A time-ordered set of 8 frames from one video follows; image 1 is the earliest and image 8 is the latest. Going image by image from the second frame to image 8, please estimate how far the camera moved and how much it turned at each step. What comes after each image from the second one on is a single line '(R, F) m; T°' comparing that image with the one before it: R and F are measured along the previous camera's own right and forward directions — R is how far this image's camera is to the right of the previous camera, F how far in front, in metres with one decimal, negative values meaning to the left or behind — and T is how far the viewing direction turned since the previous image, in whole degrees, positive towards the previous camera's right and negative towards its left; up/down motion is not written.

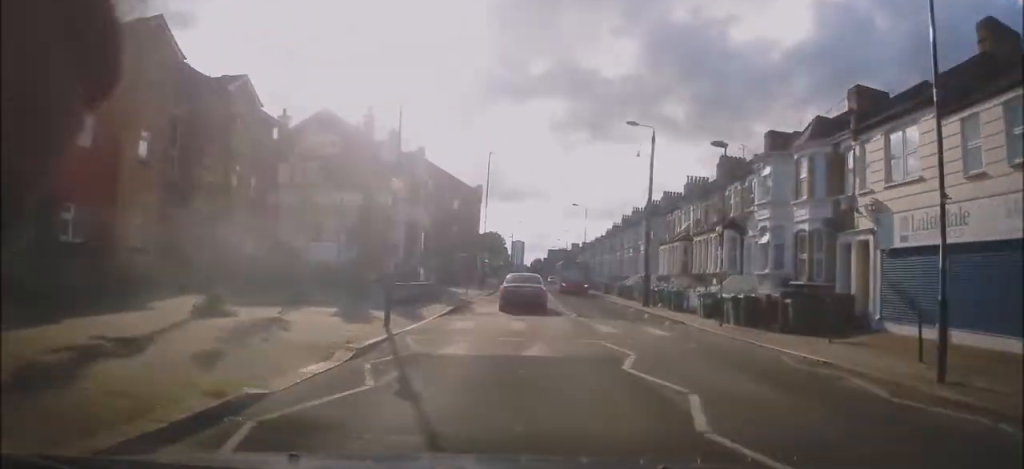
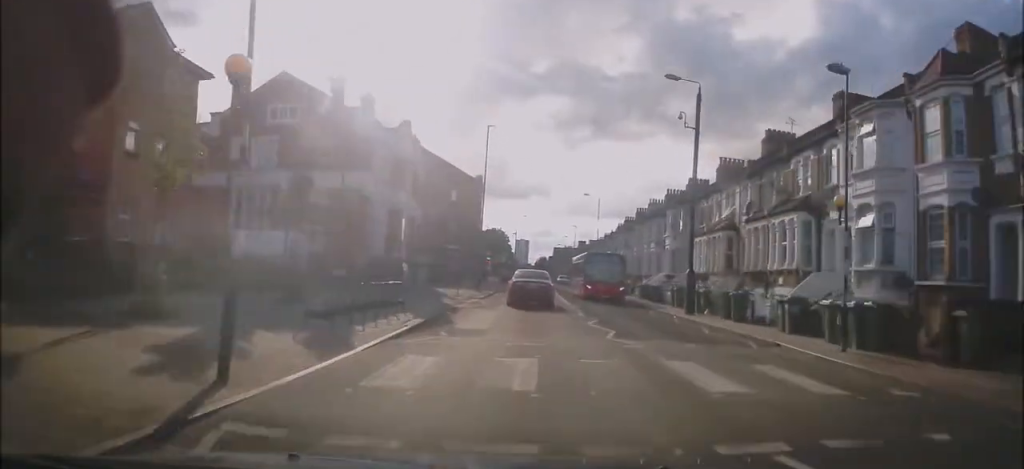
(+0.1, +7.8) m; -2°
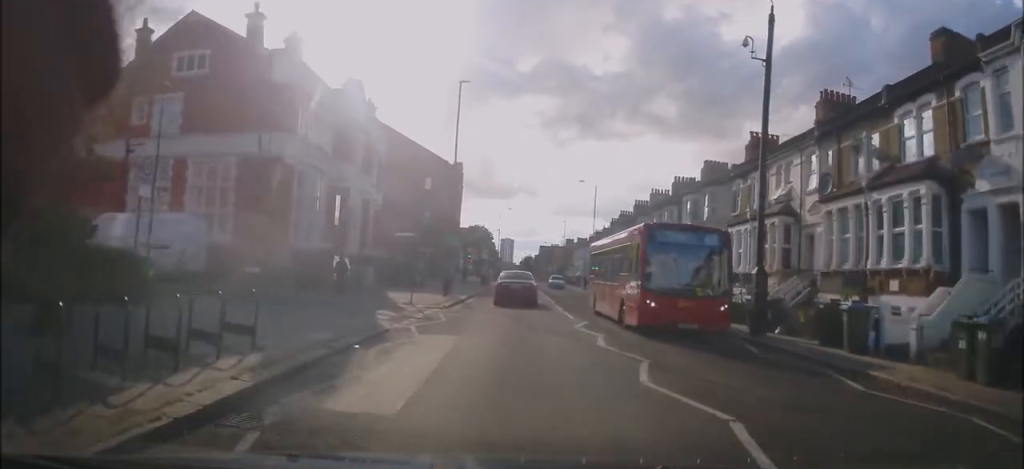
(-0.4, +9.3) m; -2°
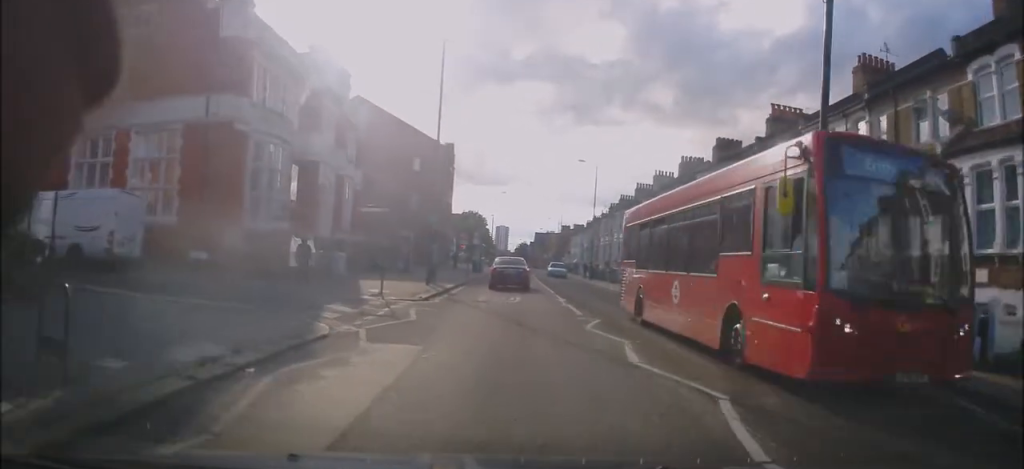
(+0.1, +4.0) m; -1°
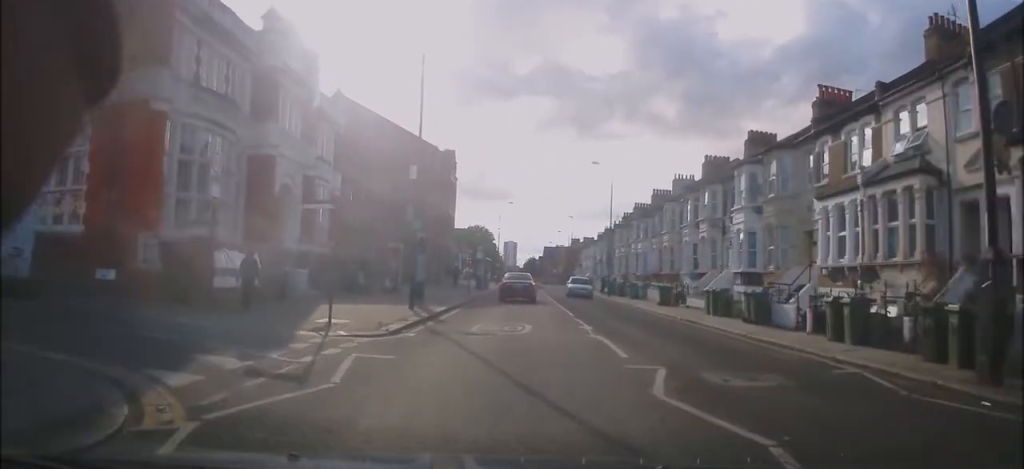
(-0.1, +5.7) m; -5°
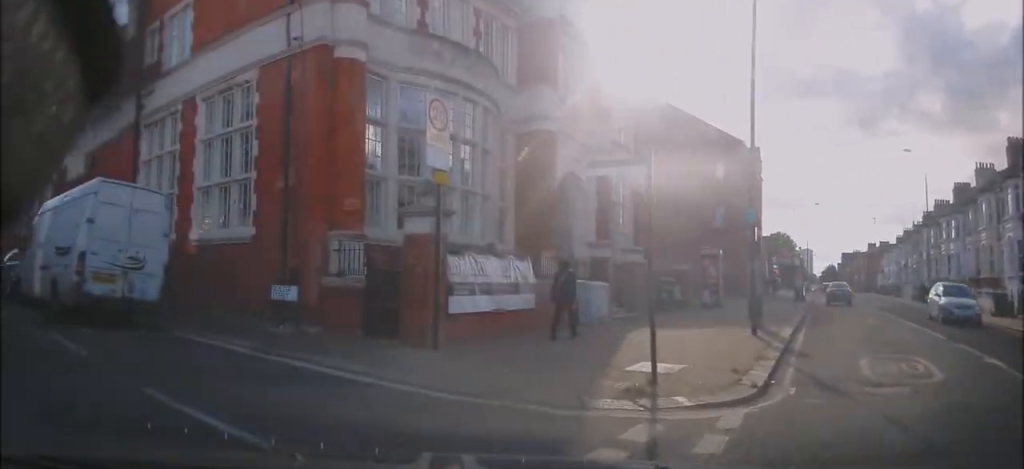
(-0.7, +6.1) m; -22°
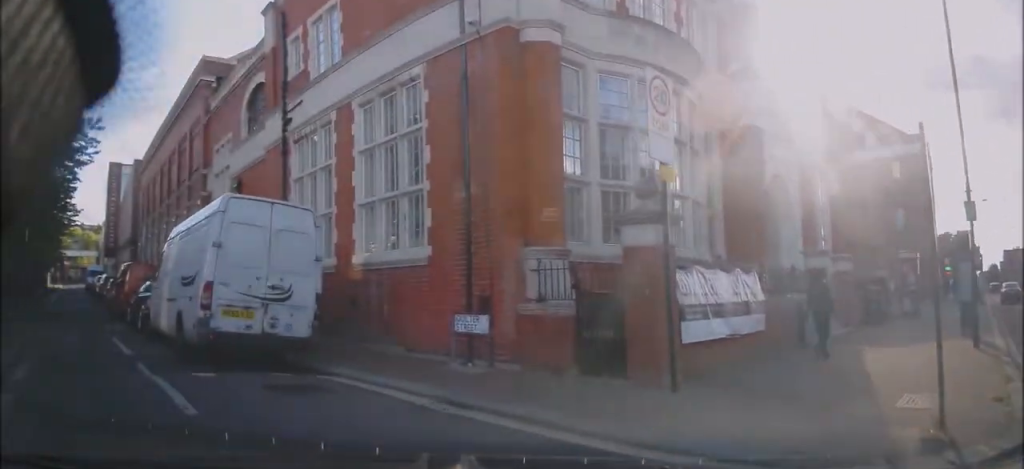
(-0.4, +1.7) m; -22°
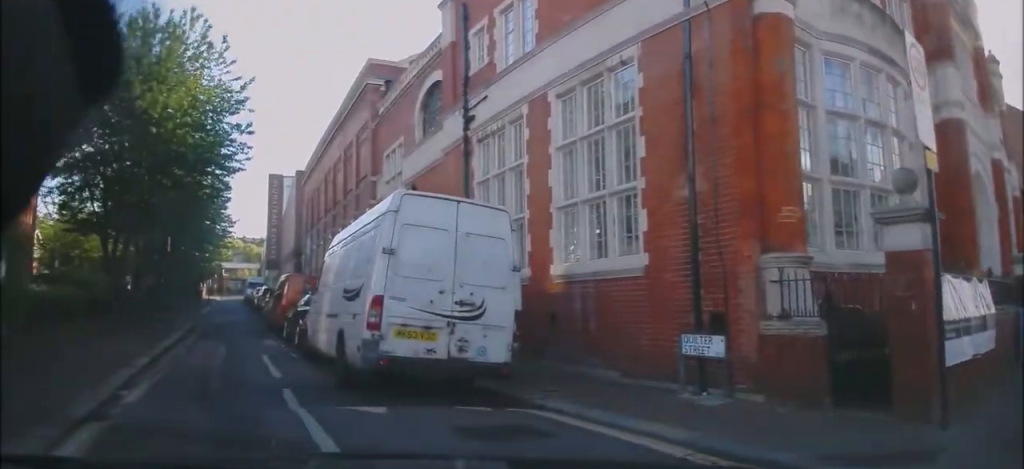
(-0.2, +1.5) m; -17°
